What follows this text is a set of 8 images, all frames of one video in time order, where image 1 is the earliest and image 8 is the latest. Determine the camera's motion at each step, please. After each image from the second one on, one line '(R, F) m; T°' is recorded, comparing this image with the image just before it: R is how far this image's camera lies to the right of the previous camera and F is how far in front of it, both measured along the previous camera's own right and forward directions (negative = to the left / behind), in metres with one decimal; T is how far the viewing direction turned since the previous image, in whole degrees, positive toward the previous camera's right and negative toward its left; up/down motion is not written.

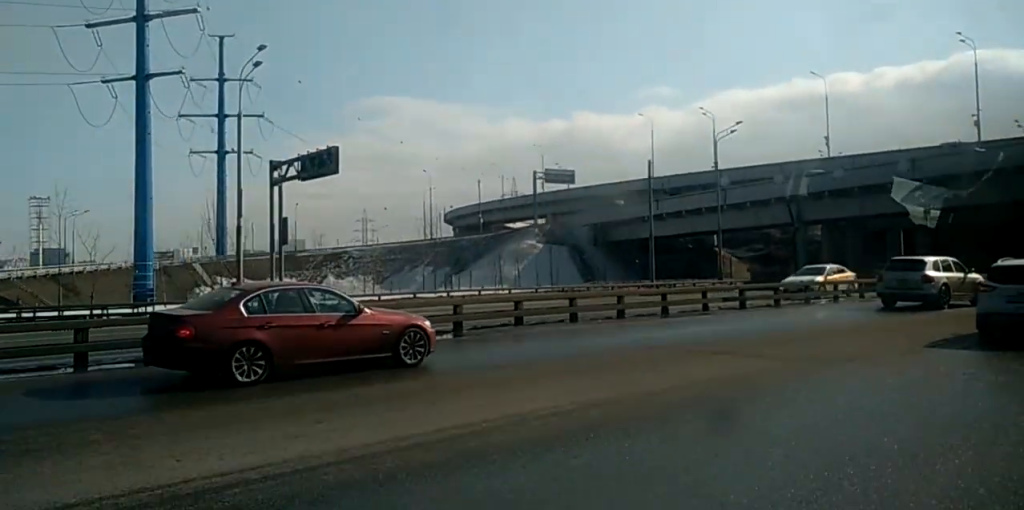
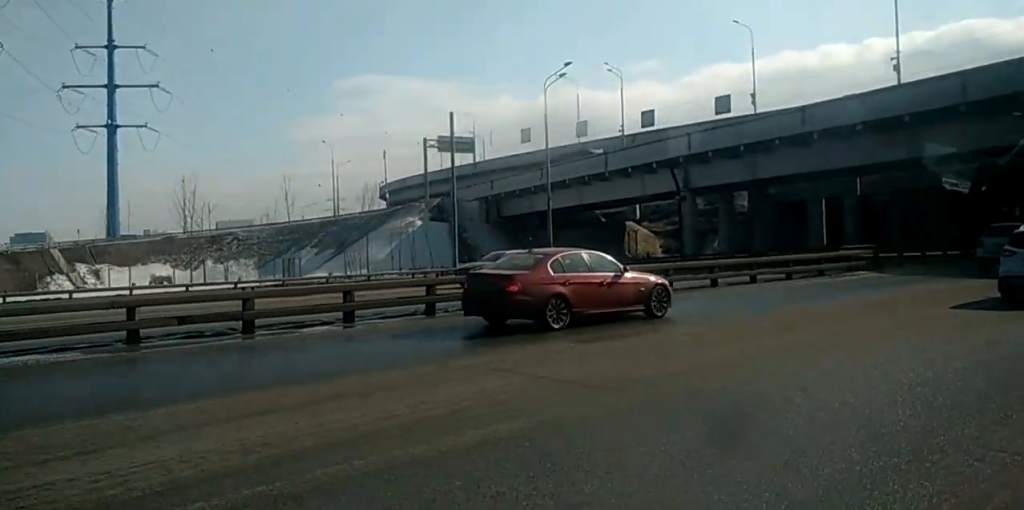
(+3.8, +17.0) m; +13°
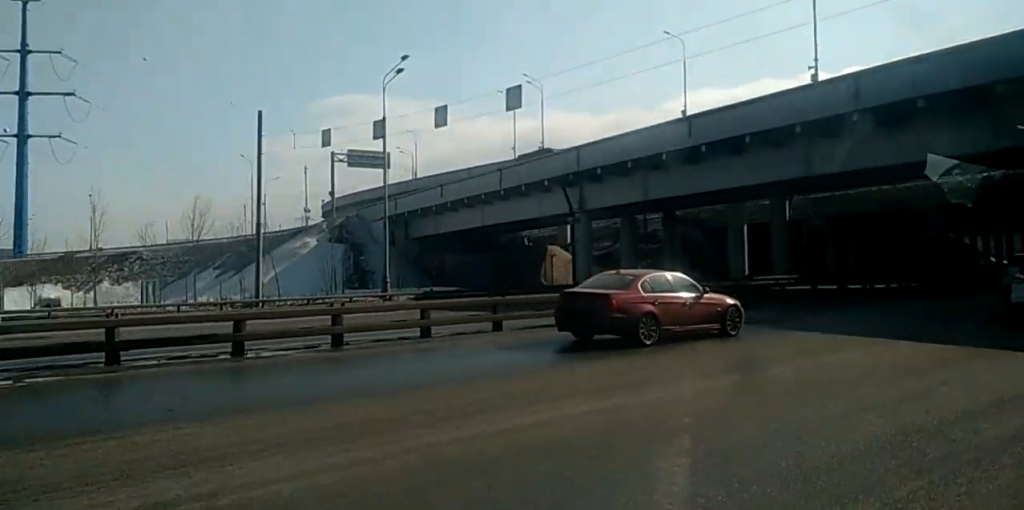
(0.0, +10.2) m; 0°
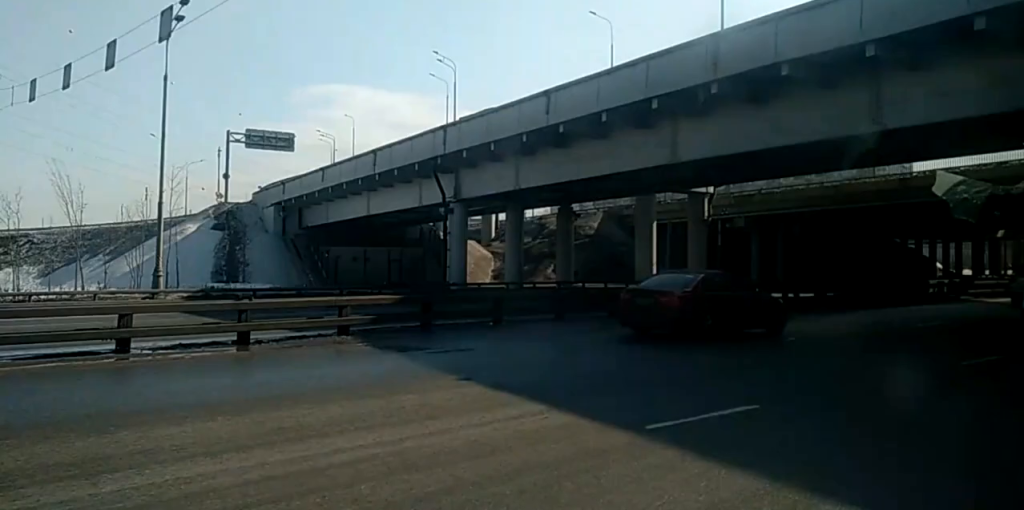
(0.0, +10.6) m; 0°
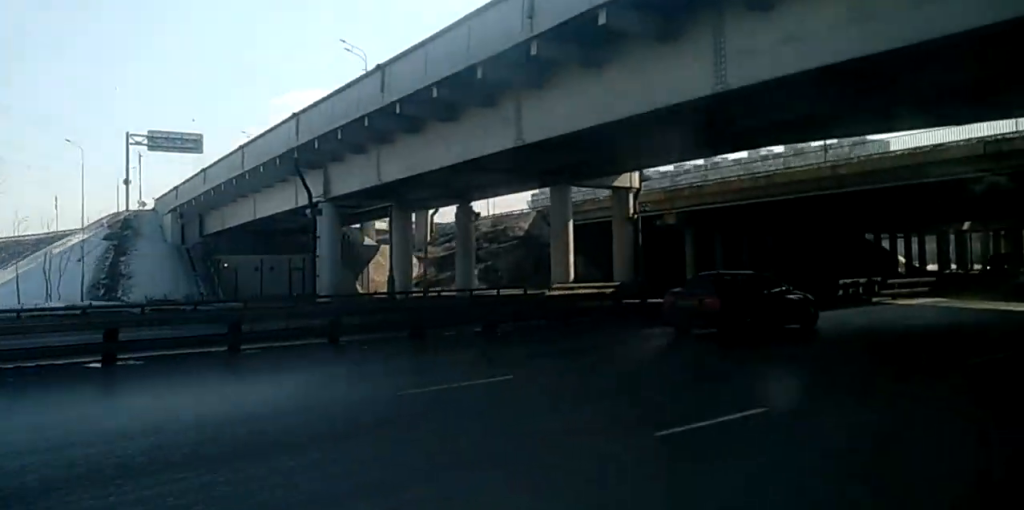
(0.0, +9.1) m; 0°
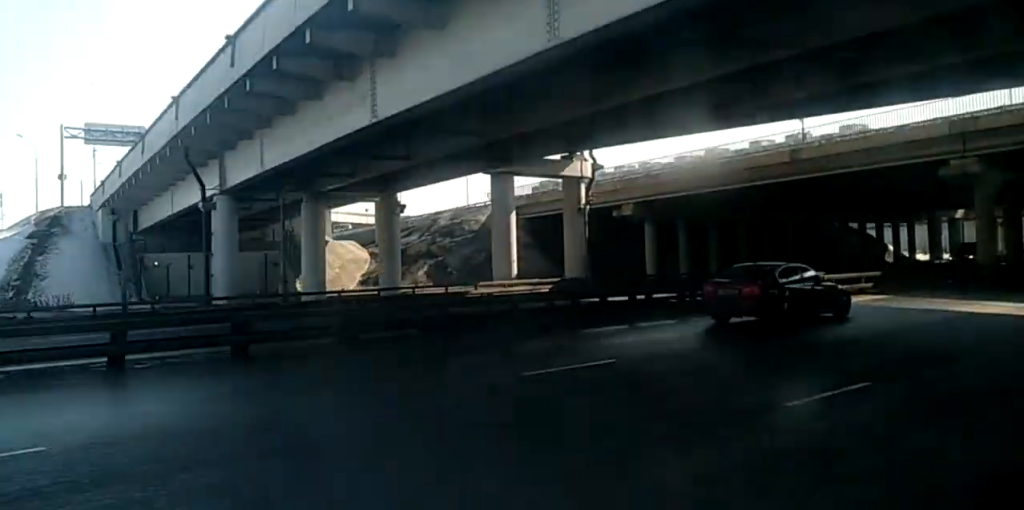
(0.0, +6.3) m; 0°
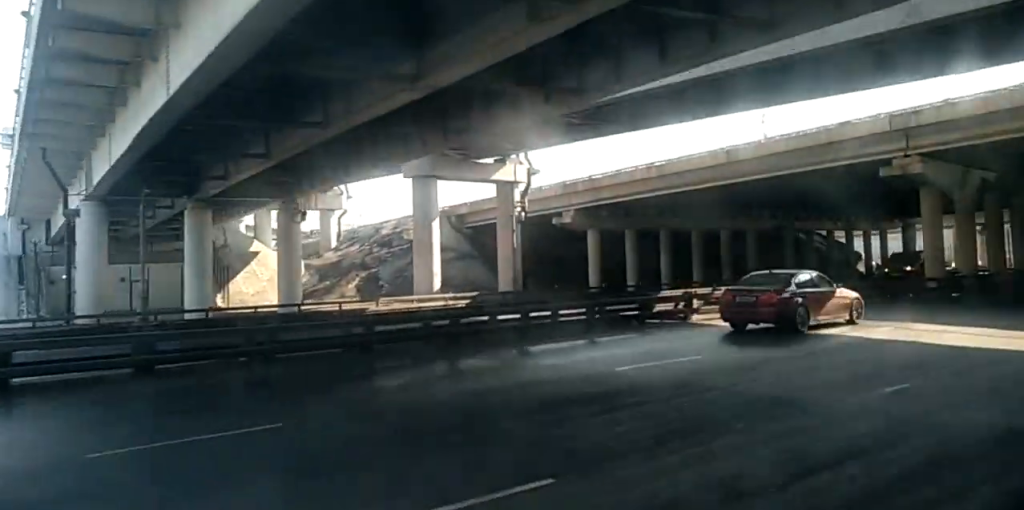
(0.0, +6.3) m; 0°
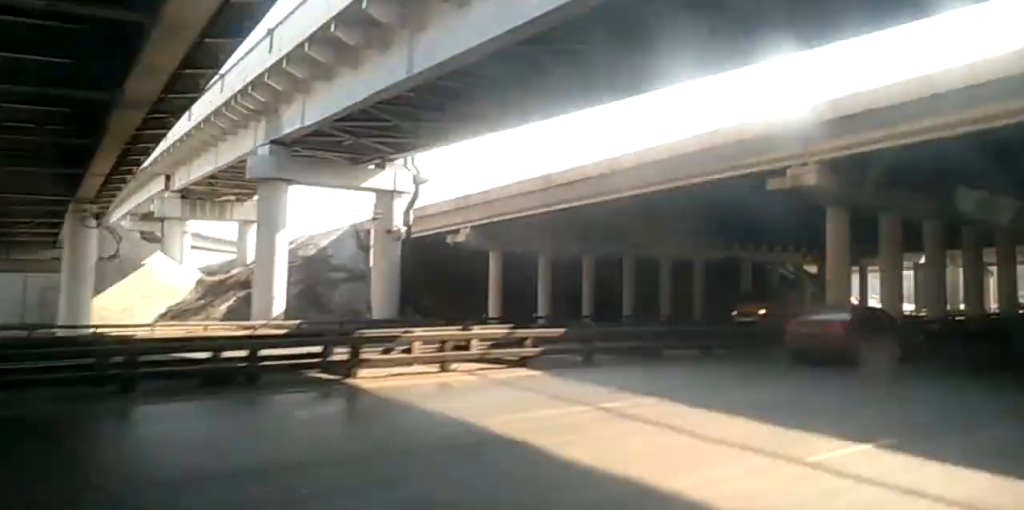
(0.0, +11.3) m; 0°
